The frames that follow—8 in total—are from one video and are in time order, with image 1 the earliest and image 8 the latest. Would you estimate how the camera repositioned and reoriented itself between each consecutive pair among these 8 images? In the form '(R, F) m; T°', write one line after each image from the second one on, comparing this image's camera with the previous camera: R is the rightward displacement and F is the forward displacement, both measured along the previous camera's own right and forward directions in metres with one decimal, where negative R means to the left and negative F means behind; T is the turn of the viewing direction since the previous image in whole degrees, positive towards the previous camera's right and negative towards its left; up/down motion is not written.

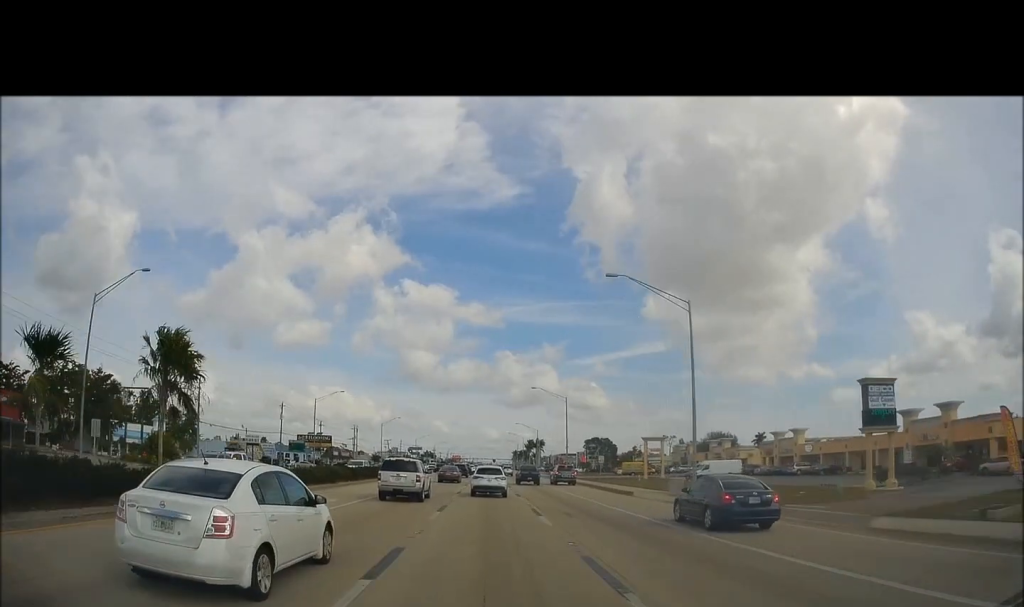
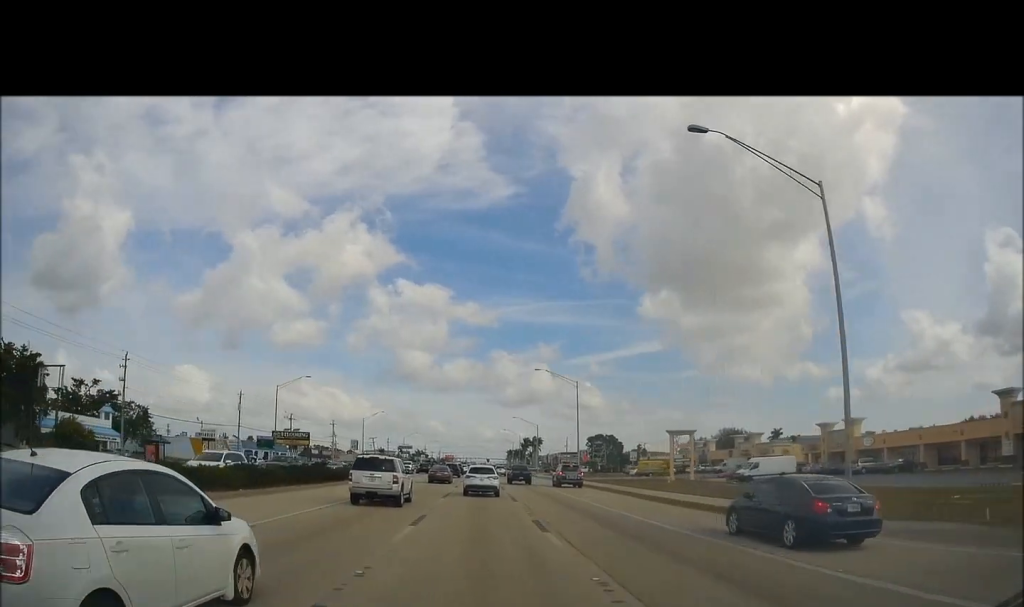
(-0.3, +17.2) m; -1°
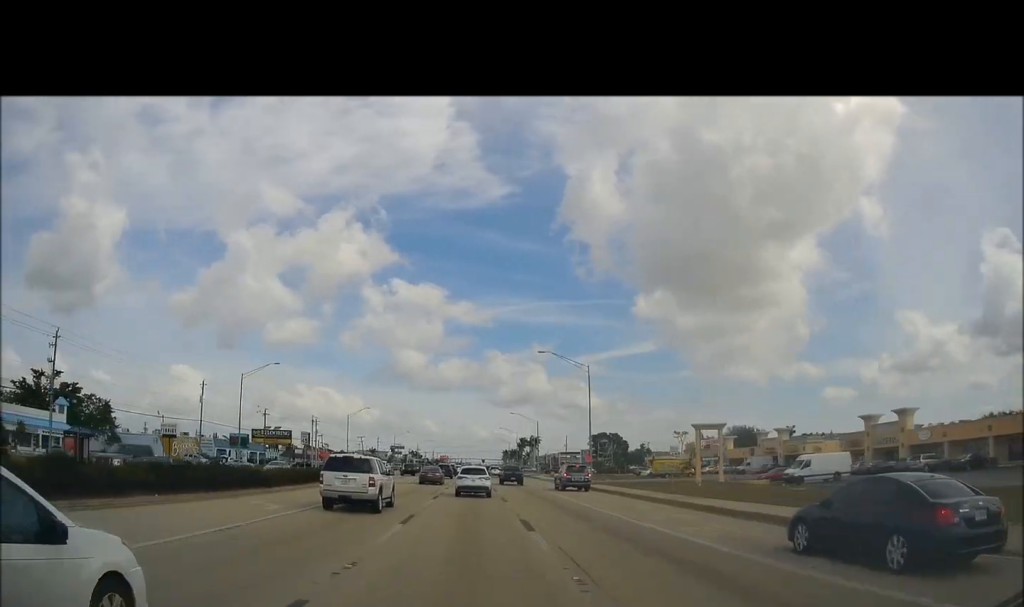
(-0.1, +12.0) m; 0°
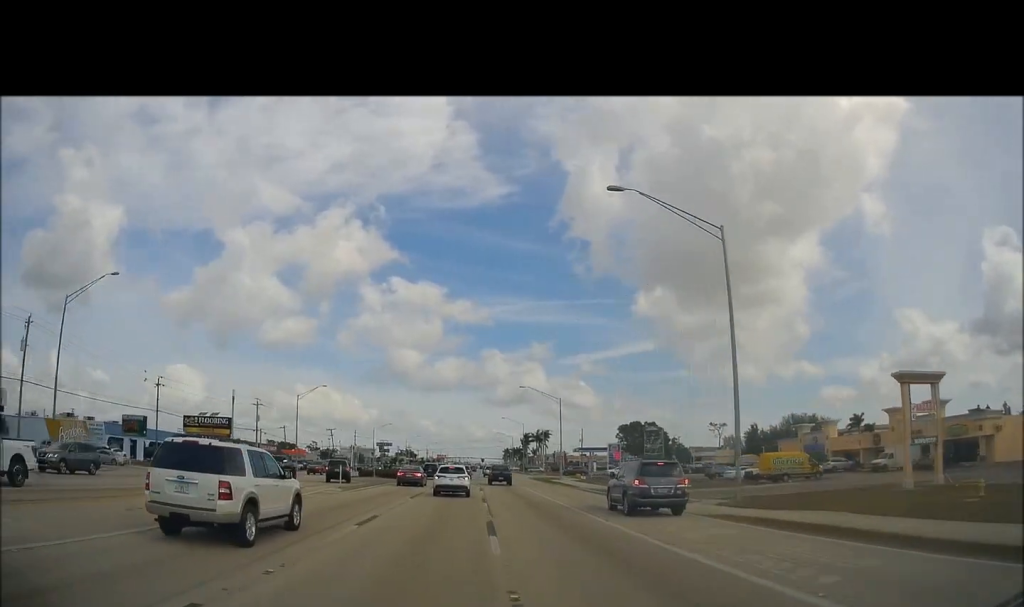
(+0.8, +37.4) m; +2°
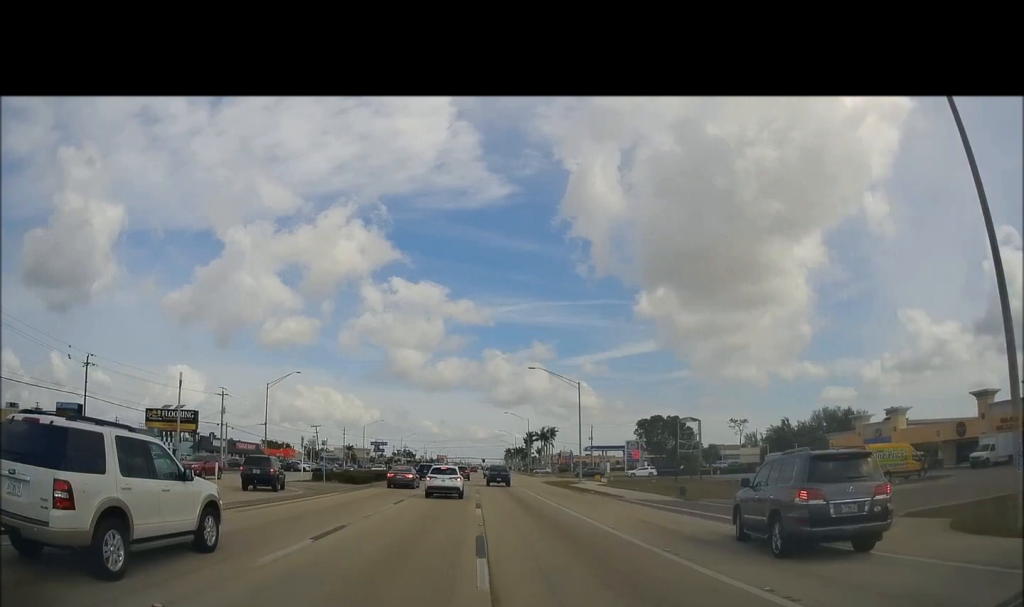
(0.0, +15.4) m; 0°
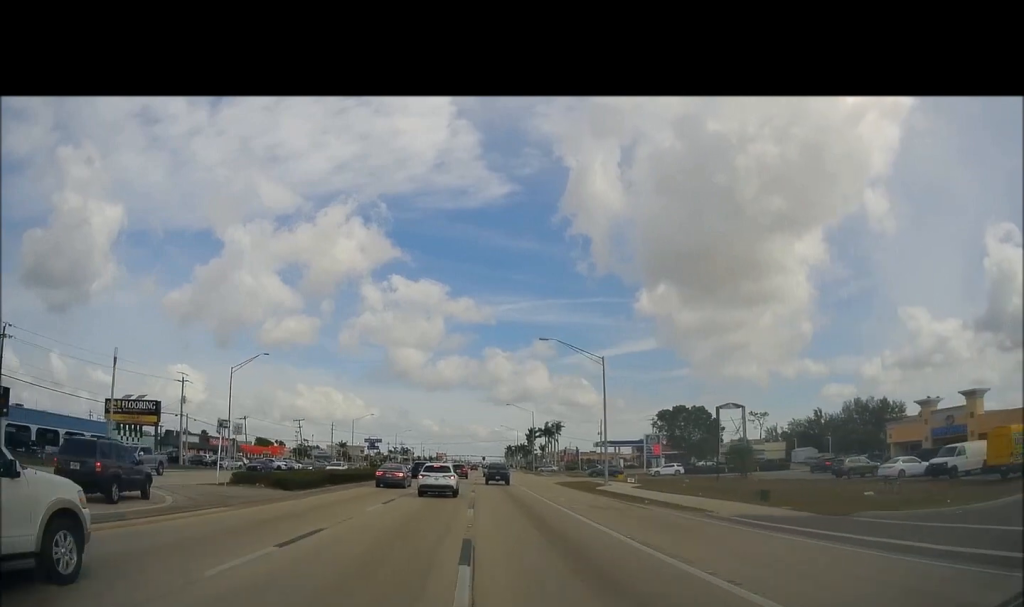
(0.0, +13.4) m; 0°
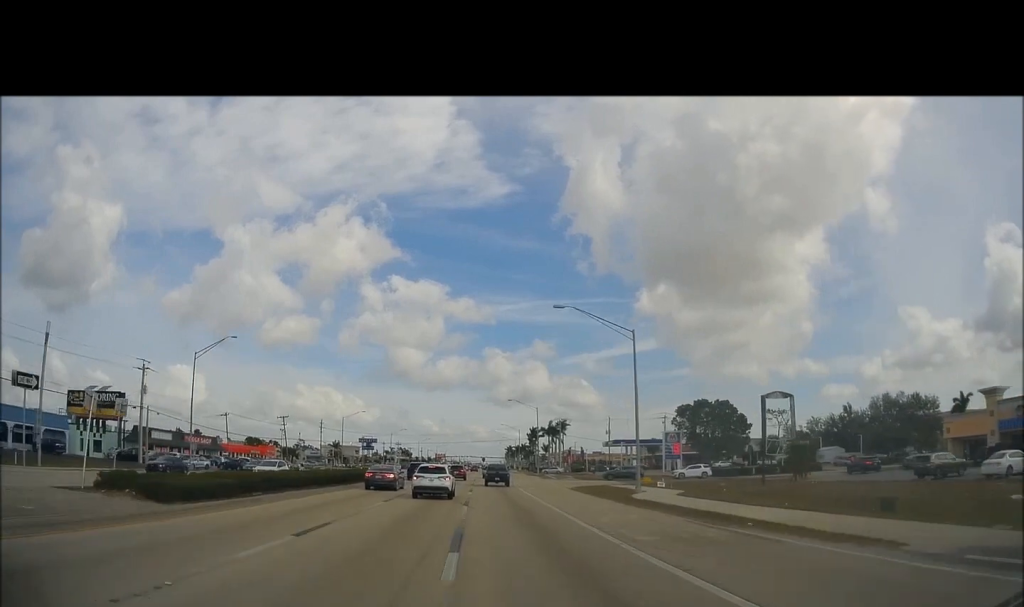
(0.0, +10.6) m; 0°
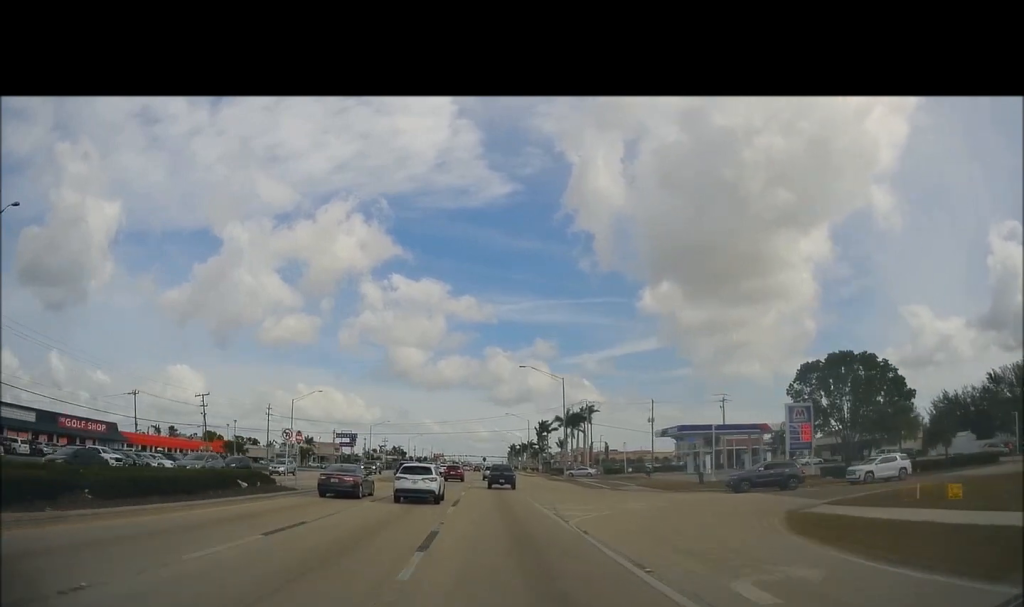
(+0.7, +37.8) m; +1°
